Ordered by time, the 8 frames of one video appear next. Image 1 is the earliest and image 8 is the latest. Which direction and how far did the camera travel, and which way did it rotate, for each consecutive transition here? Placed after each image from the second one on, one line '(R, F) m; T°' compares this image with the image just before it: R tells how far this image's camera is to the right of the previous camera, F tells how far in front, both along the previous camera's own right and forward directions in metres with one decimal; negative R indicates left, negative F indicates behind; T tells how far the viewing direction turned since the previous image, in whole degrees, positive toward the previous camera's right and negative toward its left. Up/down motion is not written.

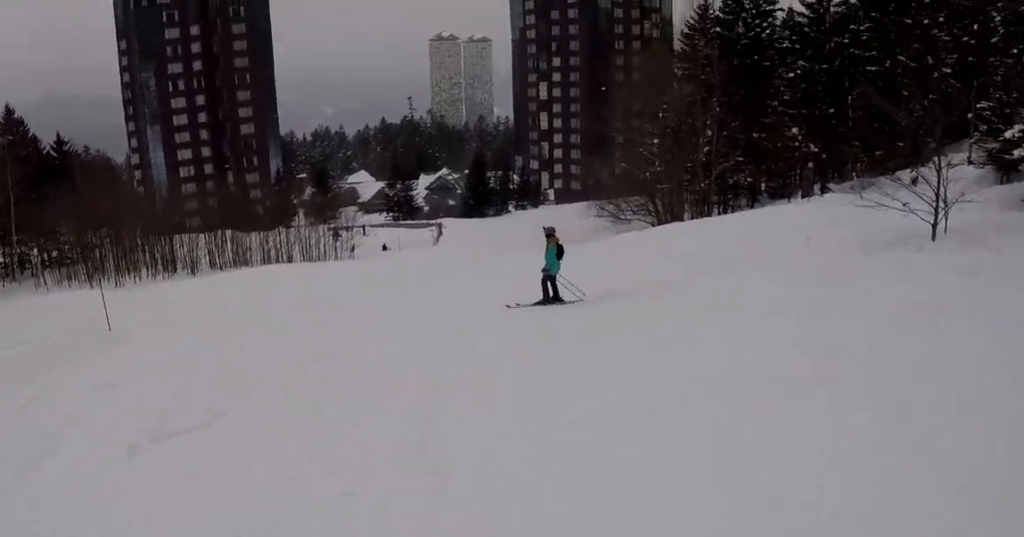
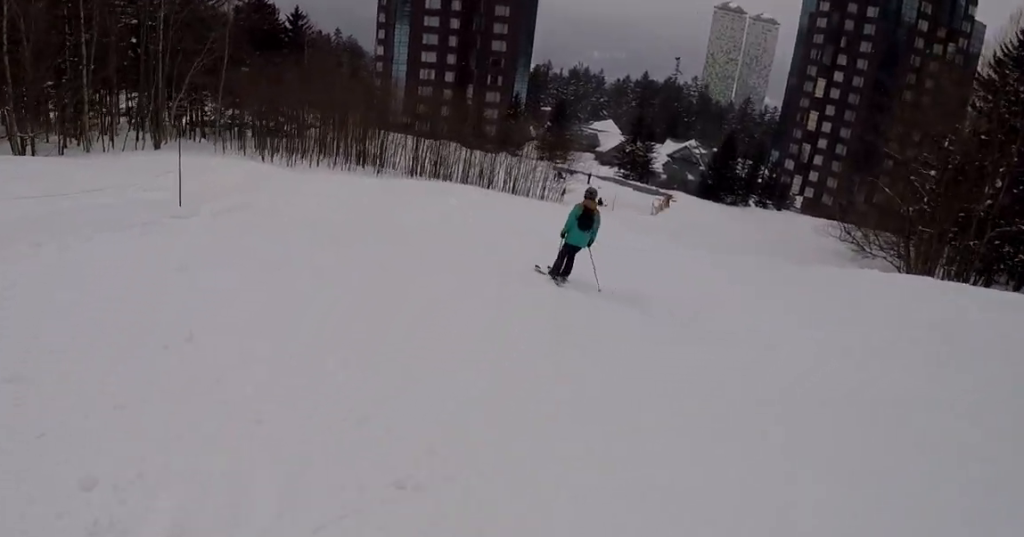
(-1.2, +4.1) m; -11°
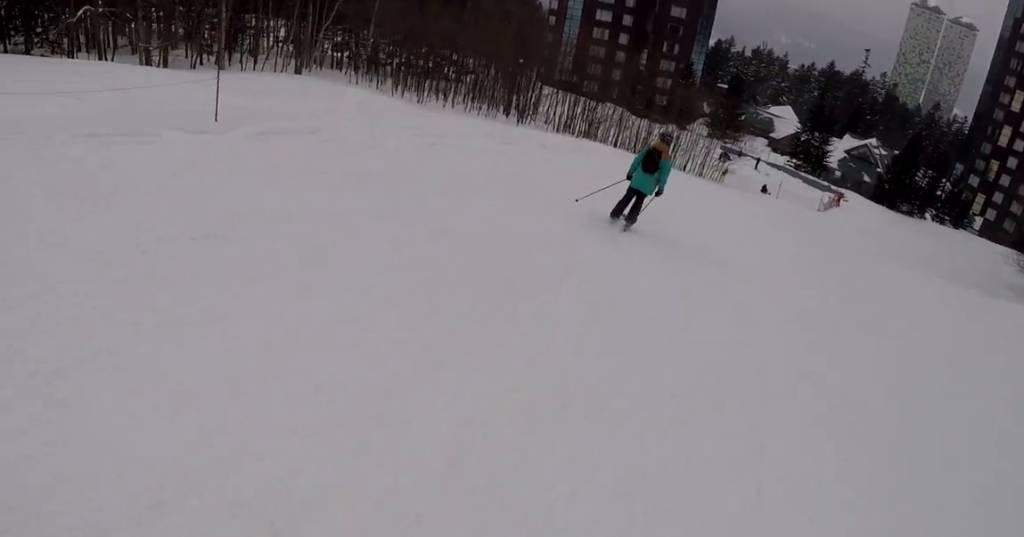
(-0.2, +3.2) m; -4°
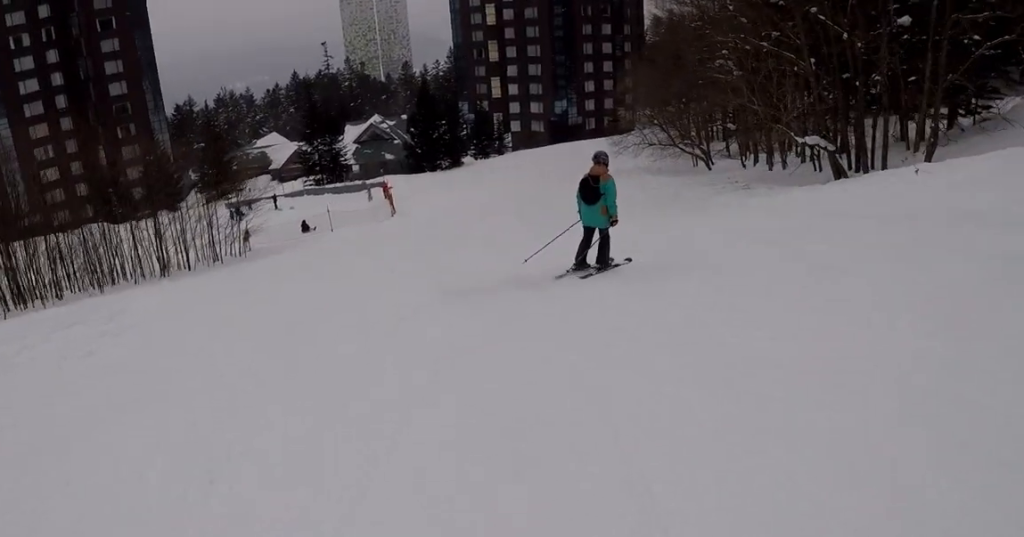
(+2.8, +15.8) m; +30°
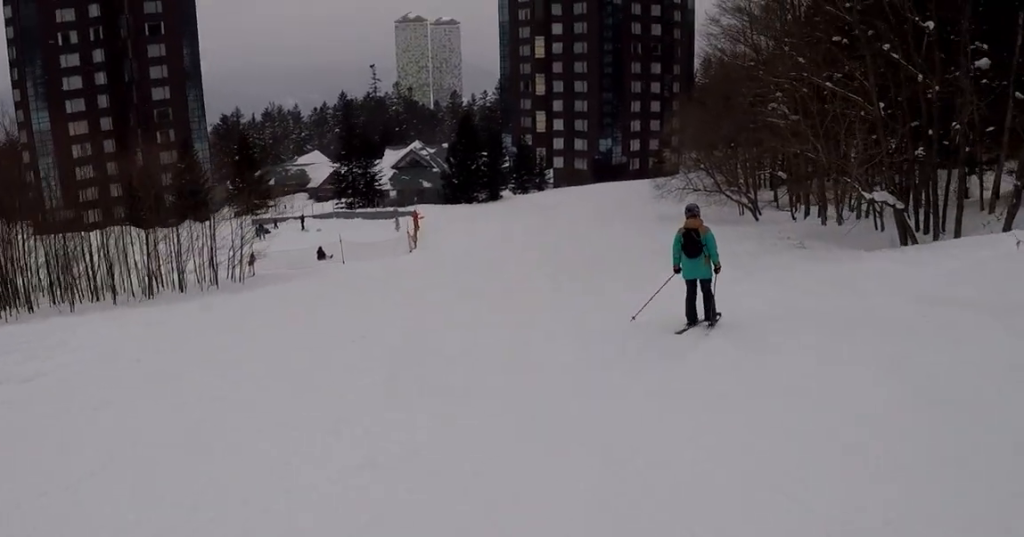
(+0.1, +3.4) m; -2°
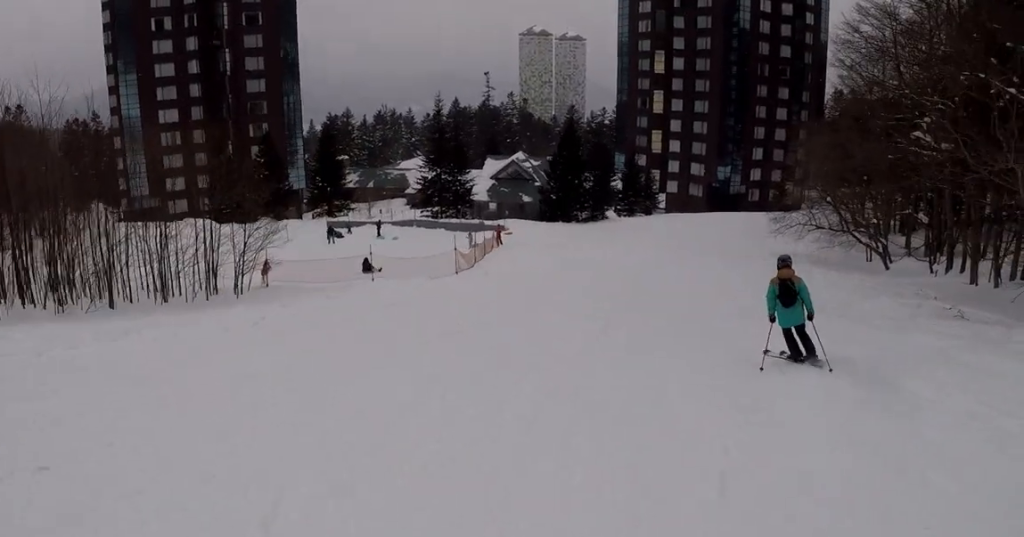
(-0.3, +6.4) m; -7°
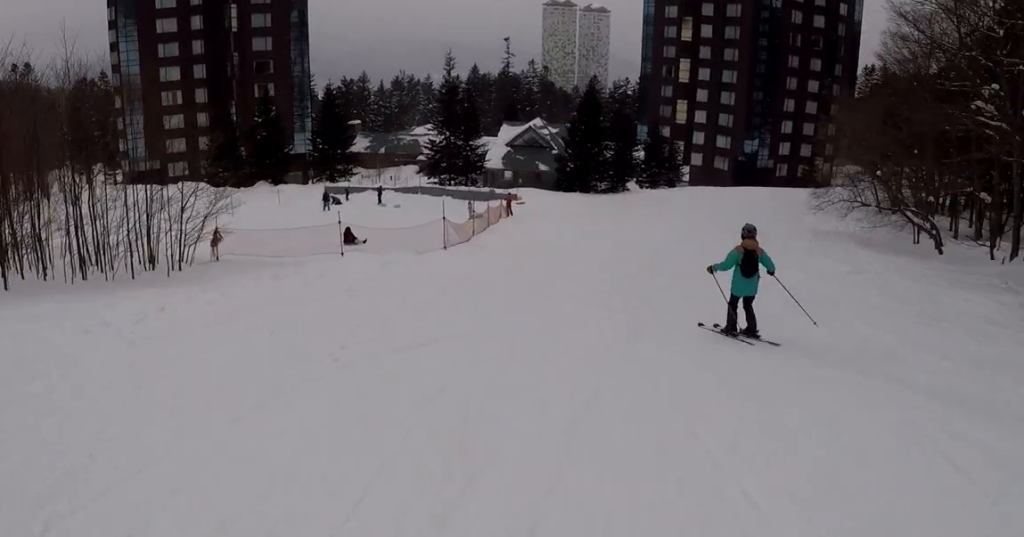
(-0.4, +4.6) m; -4°
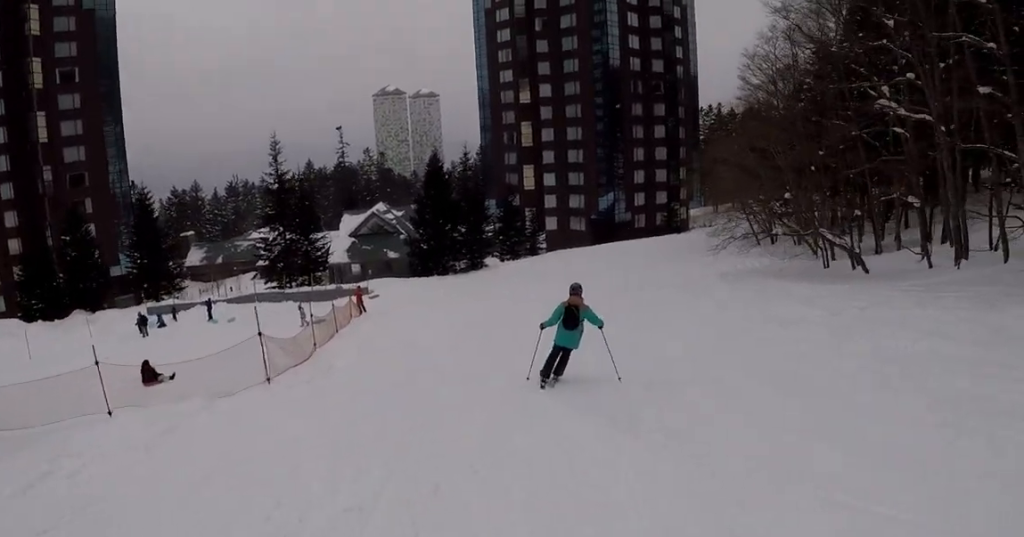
(+0.1, +7.3) m; +5°
